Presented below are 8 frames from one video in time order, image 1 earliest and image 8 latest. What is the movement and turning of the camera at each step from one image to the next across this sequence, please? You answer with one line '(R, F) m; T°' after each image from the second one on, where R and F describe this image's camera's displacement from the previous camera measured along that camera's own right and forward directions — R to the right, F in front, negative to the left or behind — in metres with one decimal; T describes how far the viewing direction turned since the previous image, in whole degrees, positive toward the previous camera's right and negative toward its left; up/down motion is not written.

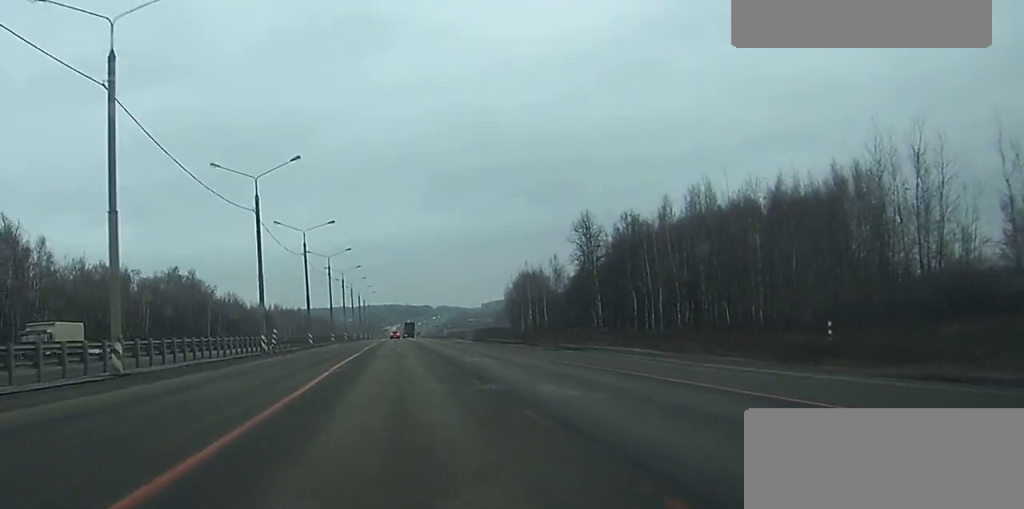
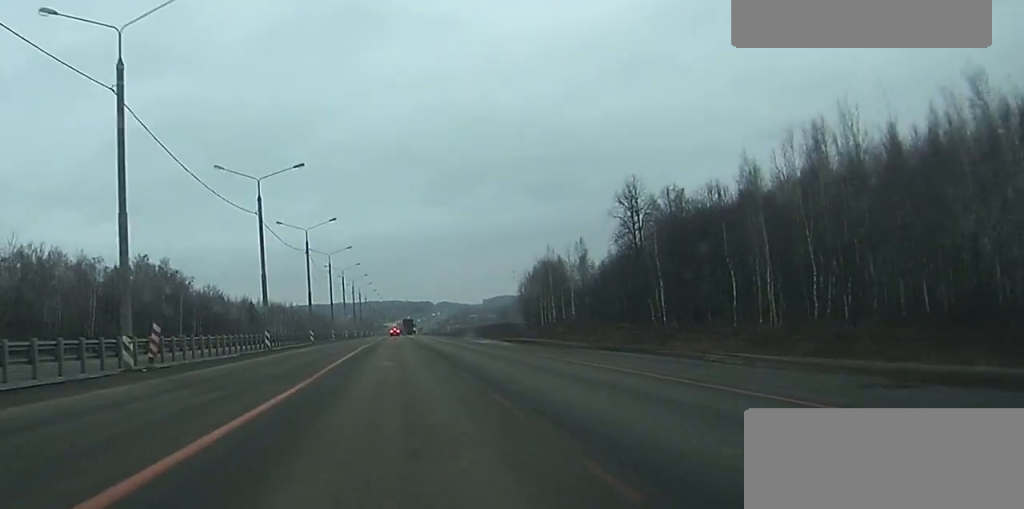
(0.0, +30.1) m; 0°
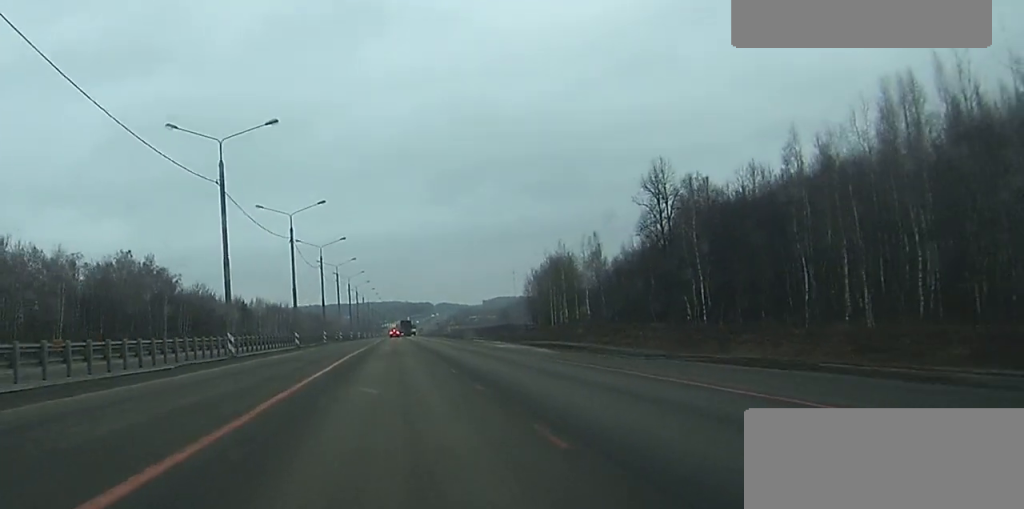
(0.0, +13.2) m; 0°
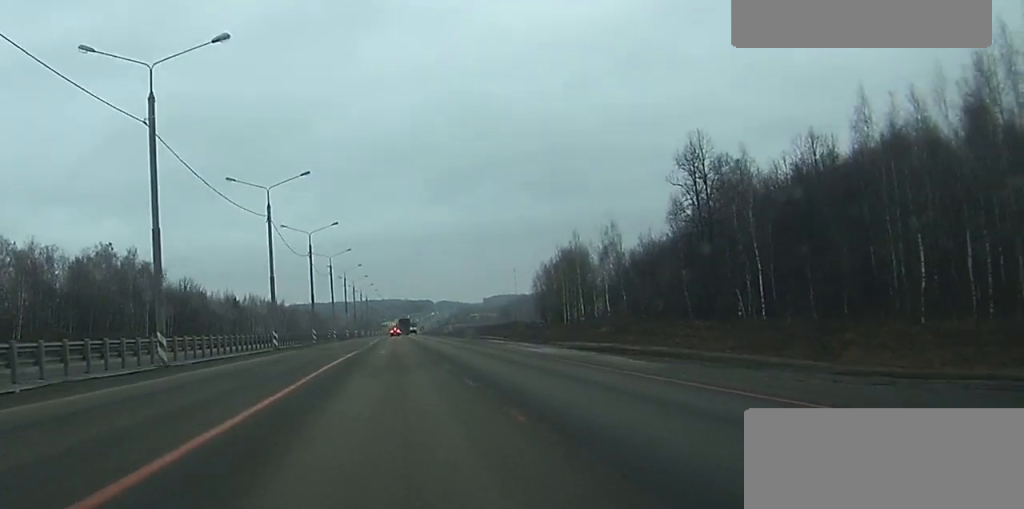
(0.0, +14.1) m; 0°
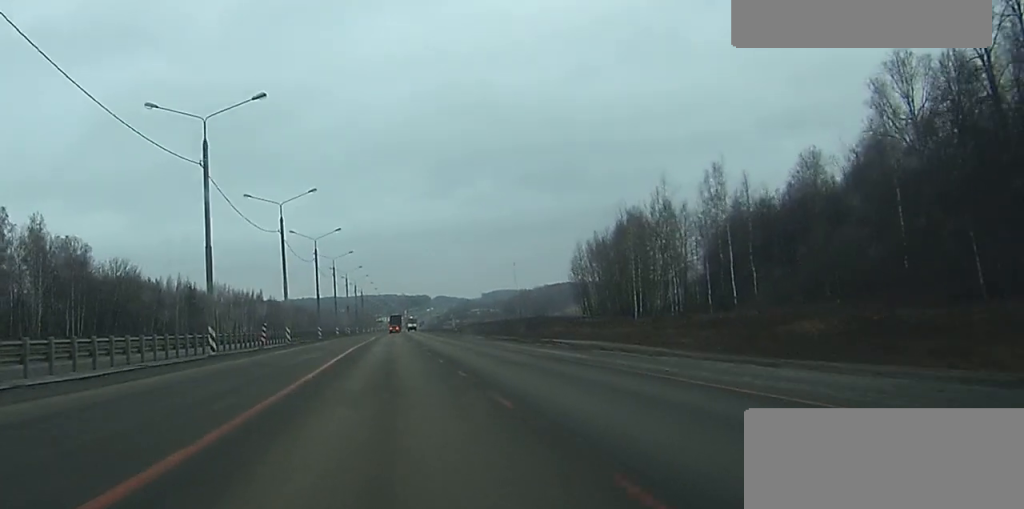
(0.0, +52.9) m; 0°
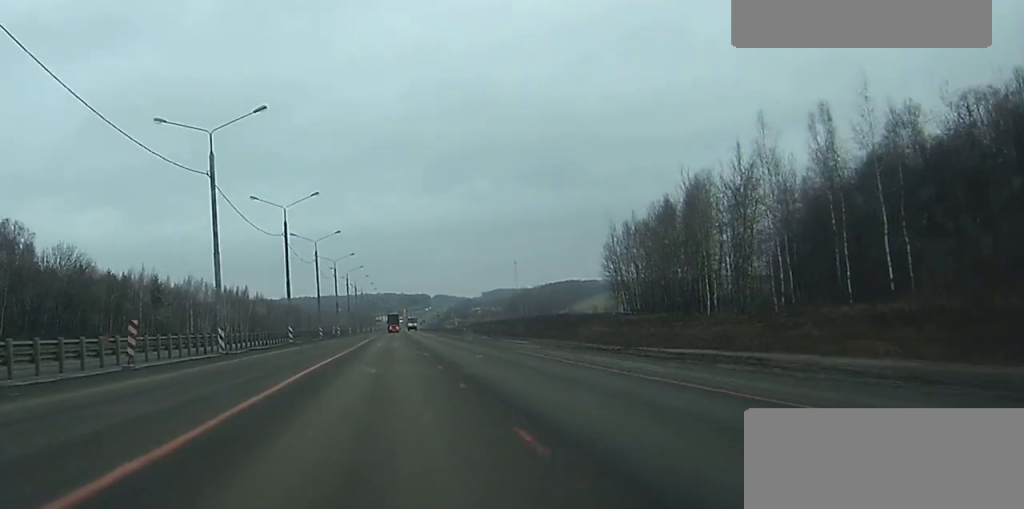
(0.0, +29.0) m; 0°
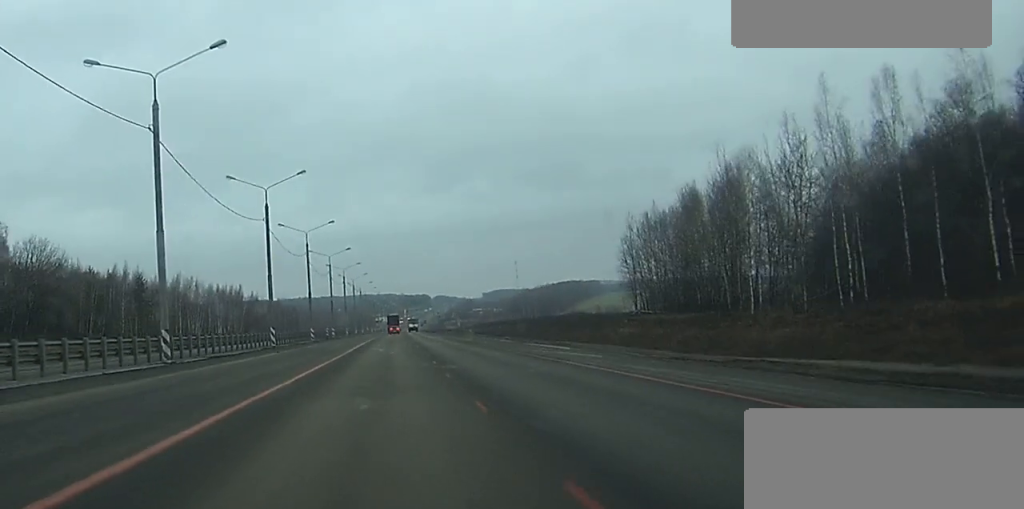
(0.0, +11.6) m; 0°
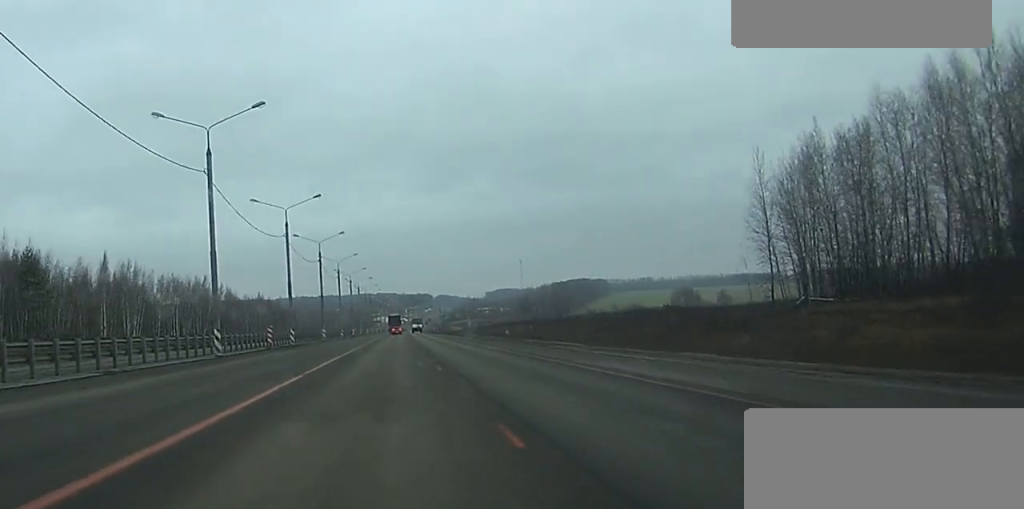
(+0.1, +52.8) m; 0°
